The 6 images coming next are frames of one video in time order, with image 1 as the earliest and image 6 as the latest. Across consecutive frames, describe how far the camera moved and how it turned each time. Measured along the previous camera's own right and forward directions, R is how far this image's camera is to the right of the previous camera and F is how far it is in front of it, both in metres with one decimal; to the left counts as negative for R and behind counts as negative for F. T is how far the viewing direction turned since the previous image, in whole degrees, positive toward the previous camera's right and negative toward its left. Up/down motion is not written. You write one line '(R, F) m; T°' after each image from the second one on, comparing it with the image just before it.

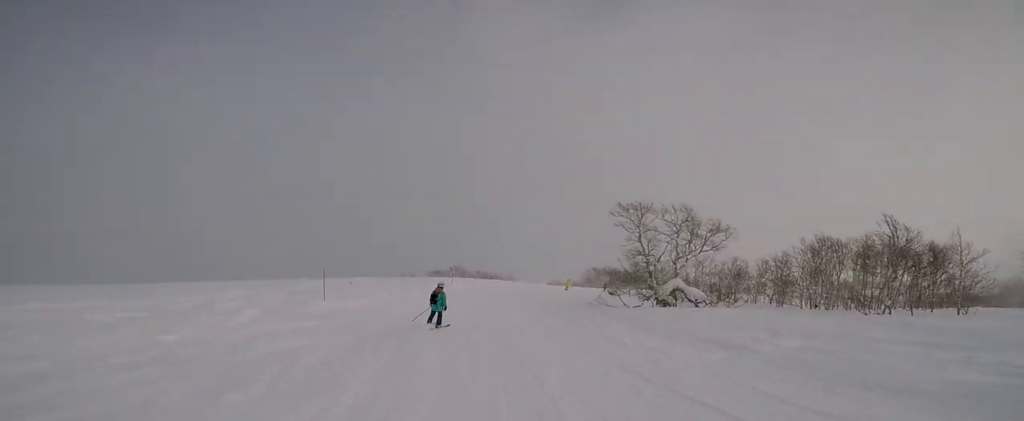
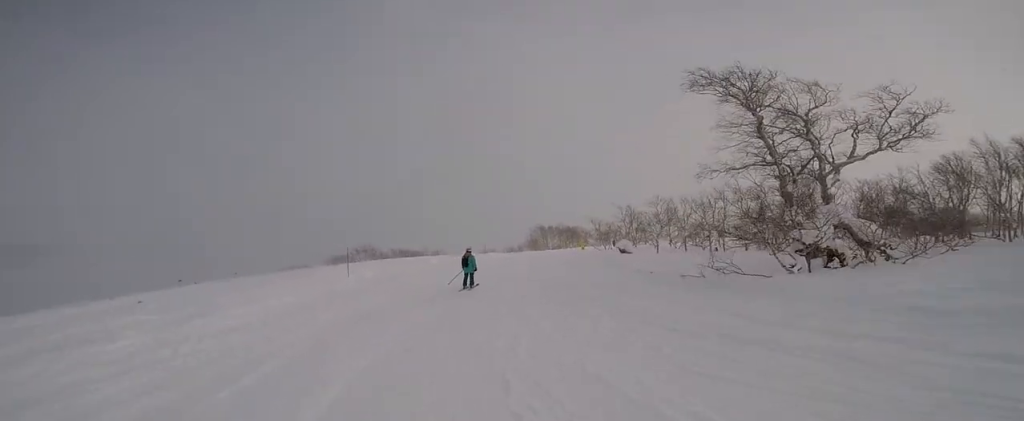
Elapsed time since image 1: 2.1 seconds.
(0.0, +15.2) m; +3°
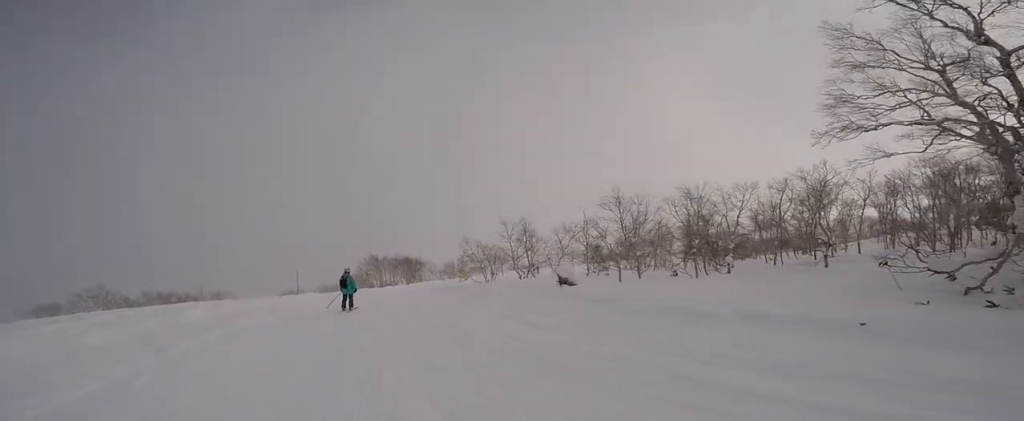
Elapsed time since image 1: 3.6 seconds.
(+1.5, +10.6) m; +17°
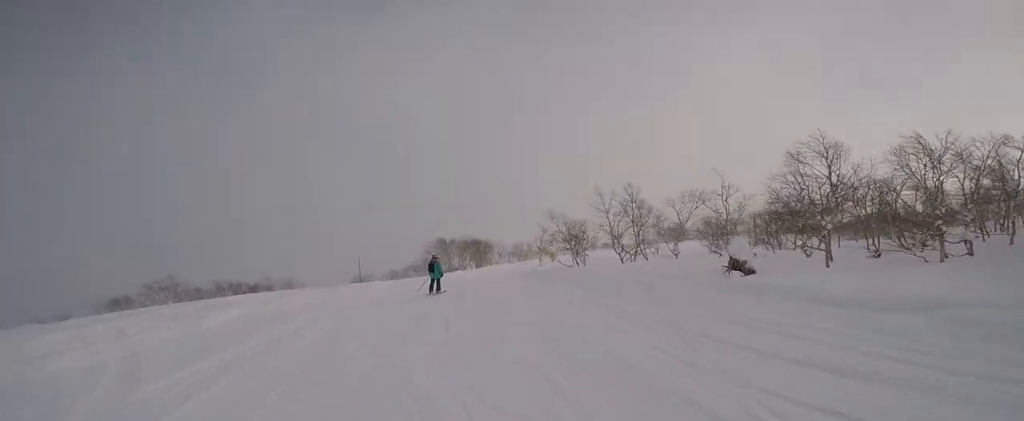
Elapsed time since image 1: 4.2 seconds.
(+0.3, +4.6) m; +5°
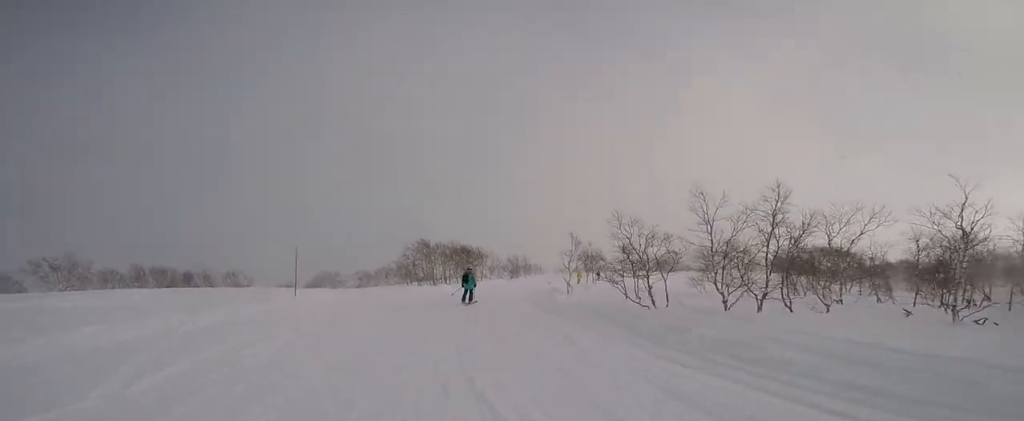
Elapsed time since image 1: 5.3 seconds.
(+0.3, +8.1) m; +4°
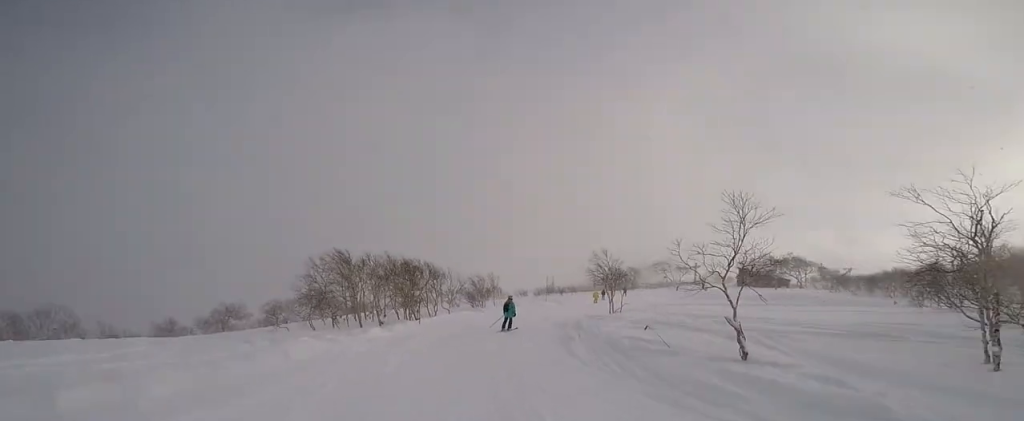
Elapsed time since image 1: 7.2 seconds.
(+1.0, +13.0) m; +16°
